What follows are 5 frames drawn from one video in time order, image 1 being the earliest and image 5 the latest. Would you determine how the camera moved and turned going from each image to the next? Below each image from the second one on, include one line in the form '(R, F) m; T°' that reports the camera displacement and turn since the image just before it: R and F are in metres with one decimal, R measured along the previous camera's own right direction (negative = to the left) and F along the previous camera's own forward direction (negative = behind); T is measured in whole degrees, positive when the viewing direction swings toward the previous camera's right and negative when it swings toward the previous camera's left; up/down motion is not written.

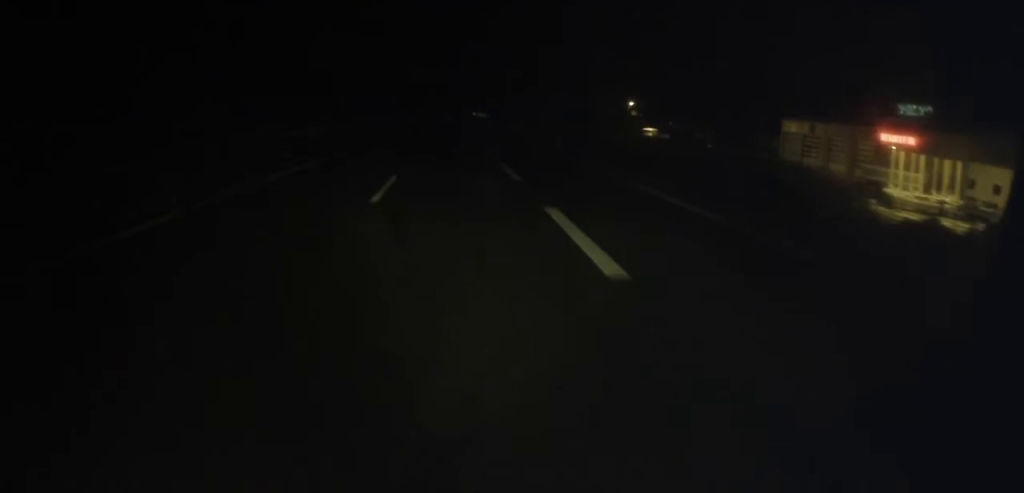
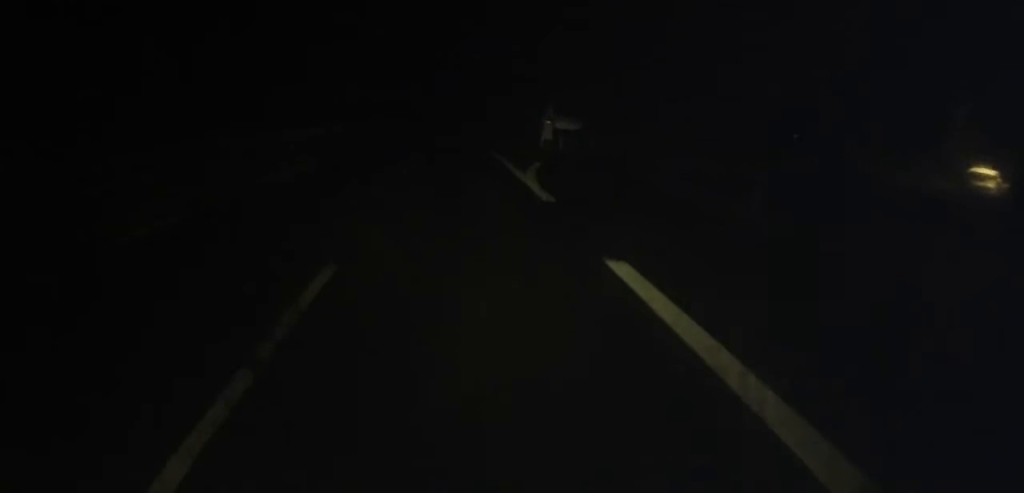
(-1.5, +65.4) m; -2°
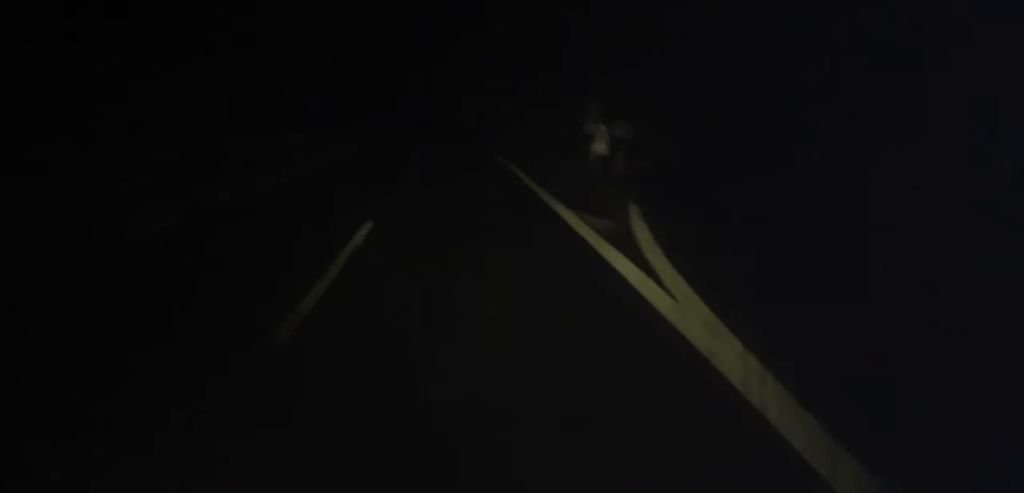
(-0.2, +14.6) m; 0°
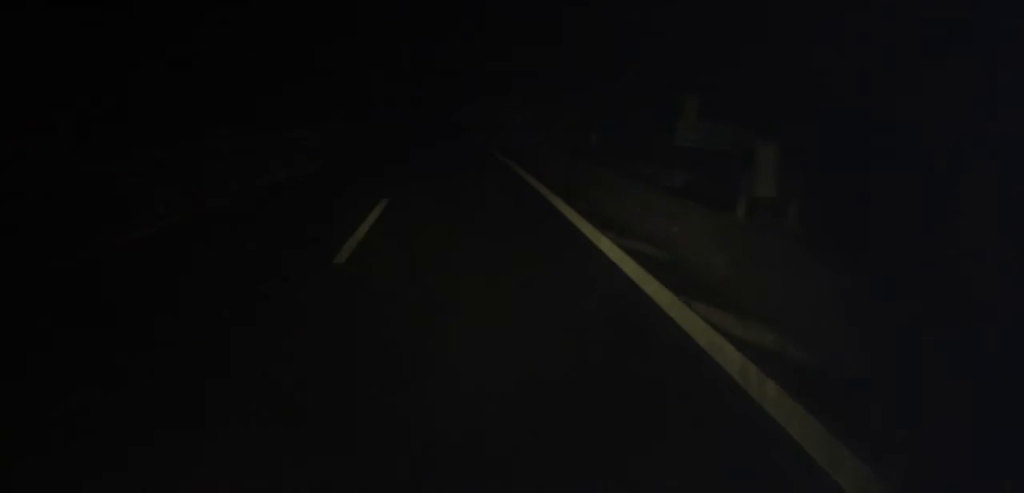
(+0.3, +15.5) m; 0°
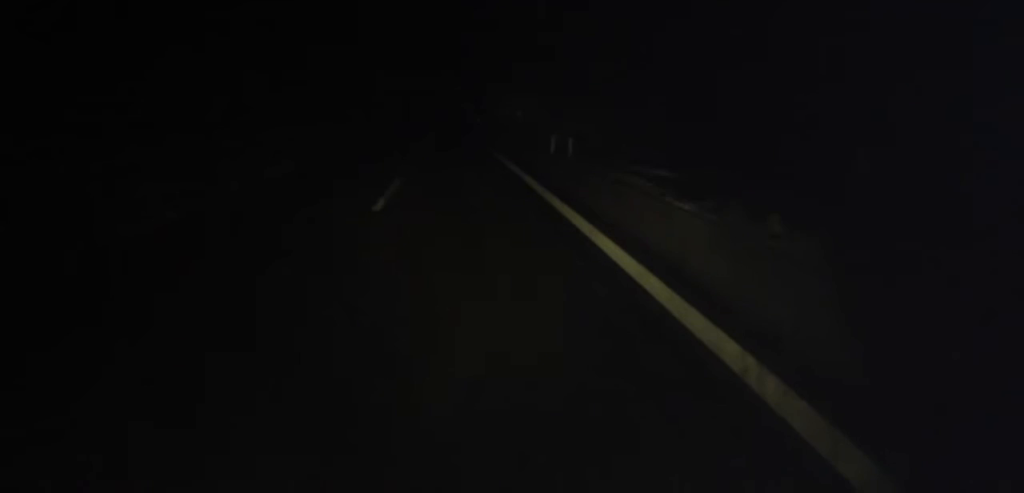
(-1.8, +56.2) m; -4°
